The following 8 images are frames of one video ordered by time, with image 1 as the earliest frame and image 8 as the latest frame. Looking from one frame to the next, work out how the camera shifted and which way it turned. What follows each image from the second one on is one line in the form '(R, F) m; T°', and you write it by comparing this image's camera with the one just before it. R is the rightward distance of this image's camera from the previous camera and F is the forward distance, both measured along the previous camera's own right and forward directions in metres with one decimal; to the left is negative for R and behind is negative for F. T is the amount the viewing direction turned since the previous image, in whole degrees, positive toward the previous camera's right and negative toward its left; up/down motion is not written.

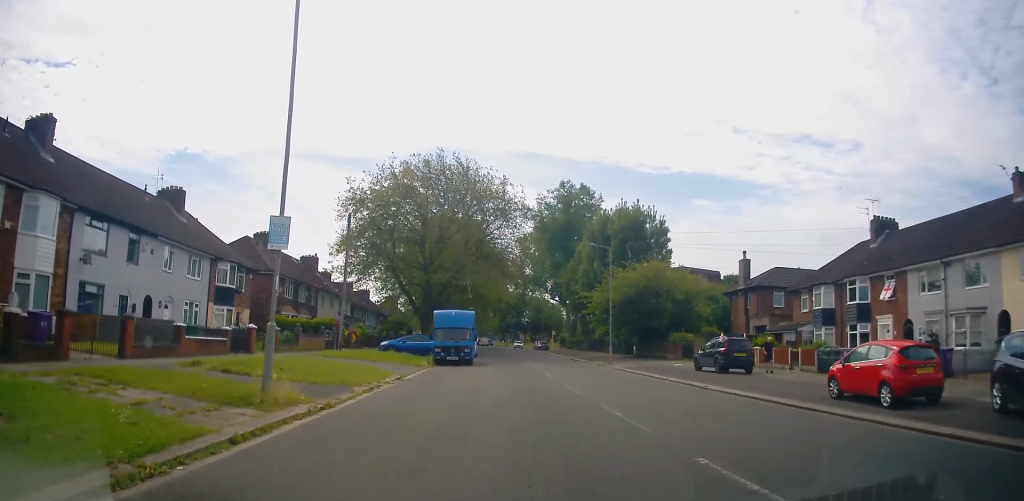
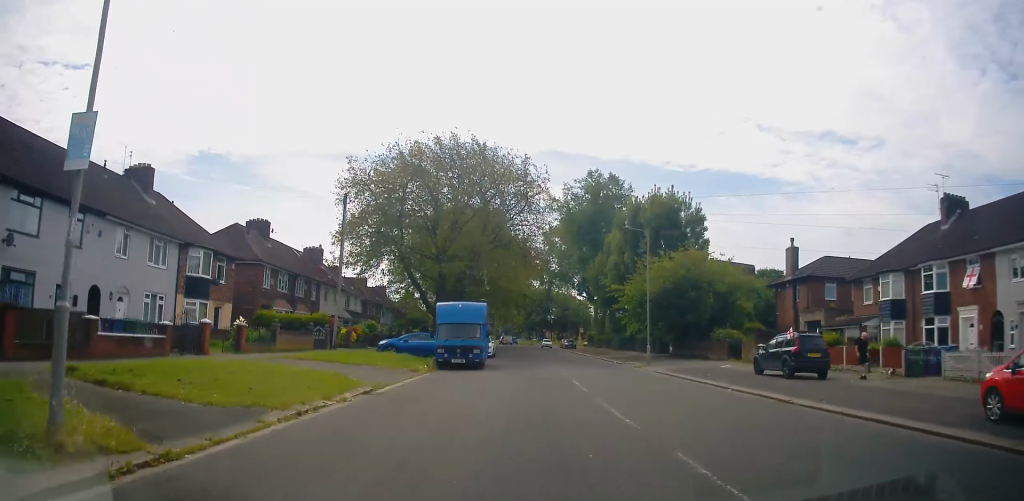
(-0.1, +5.4) m; -1°
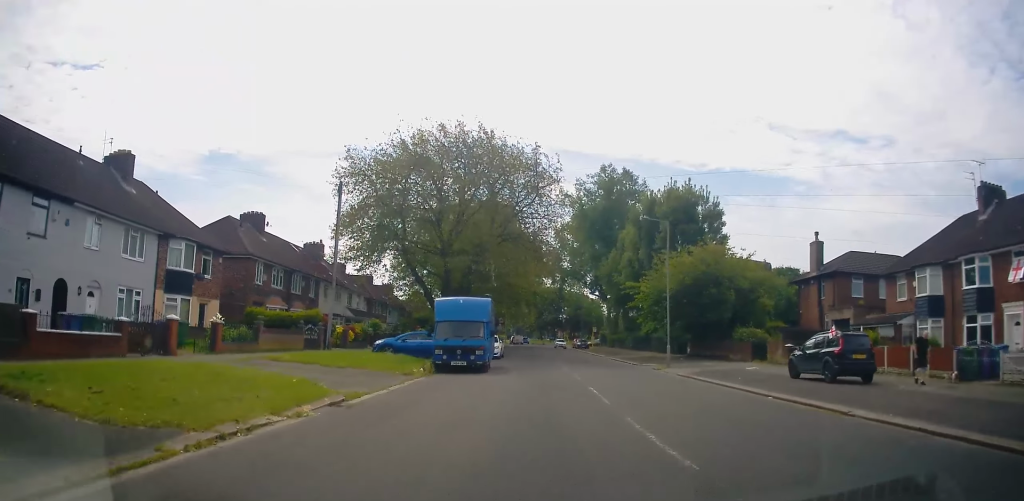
(+0.1, +2.7) m; -2°
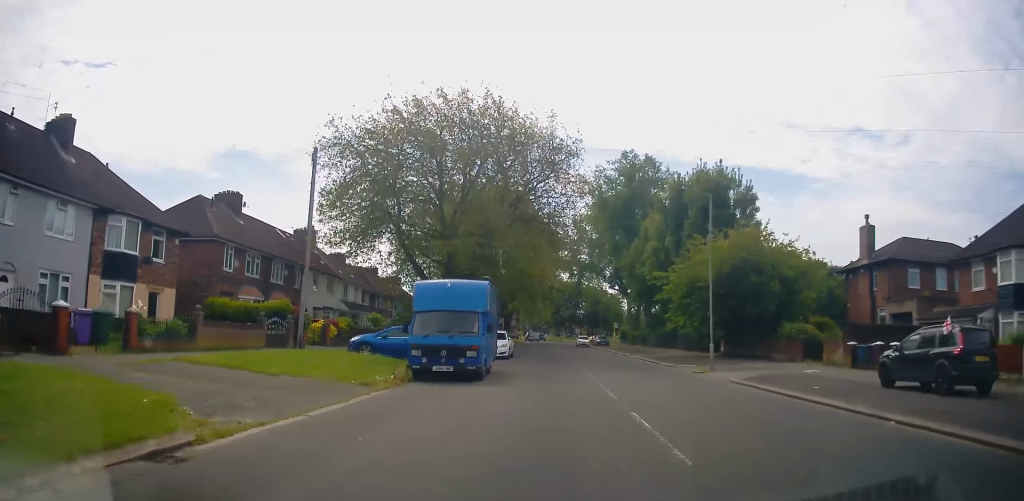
(-0.2, +5.6) m; -3°
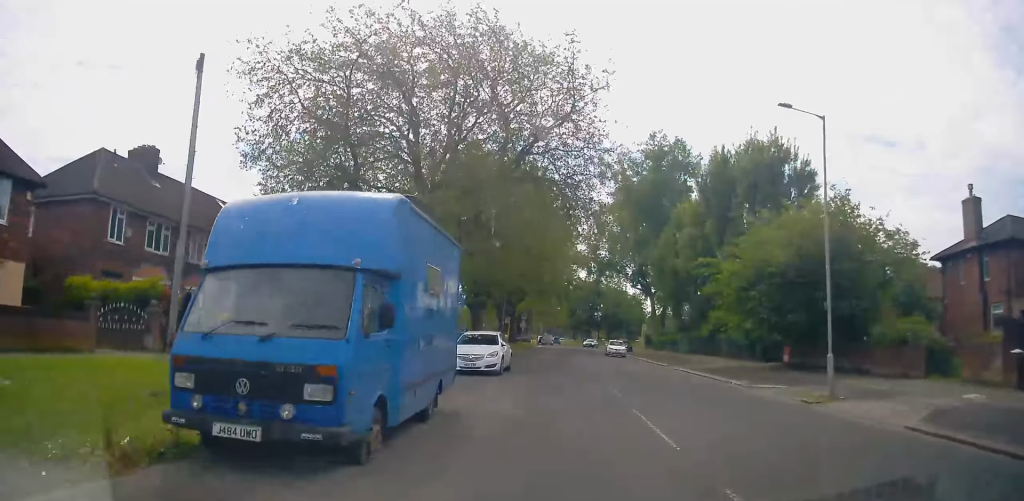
(-0.4, +10.6) m; -2°
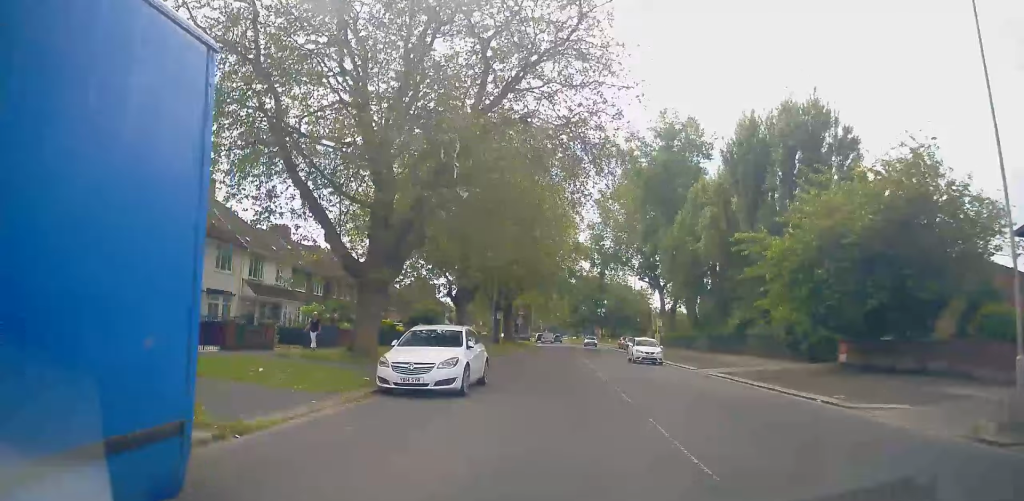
(0.0, +7.5) m; +2°
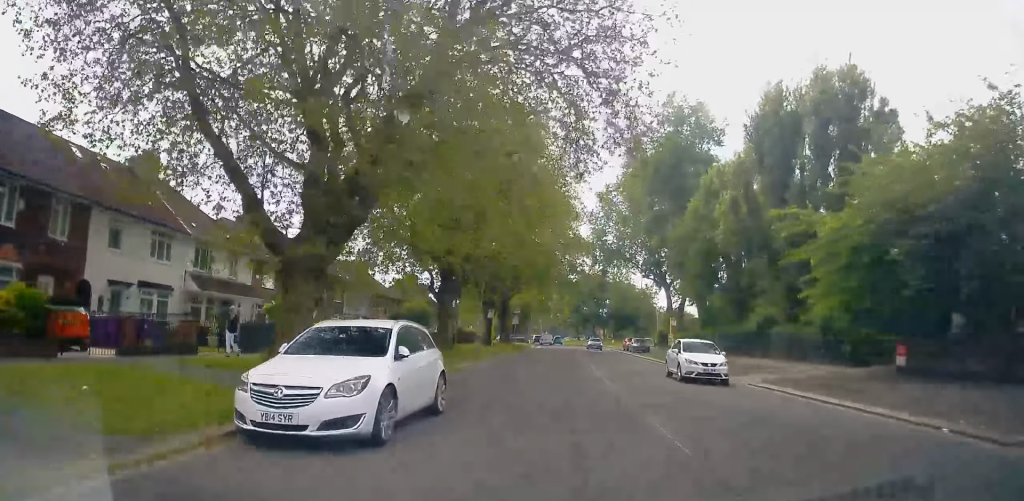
(+0.1, +5.4) m; +1°
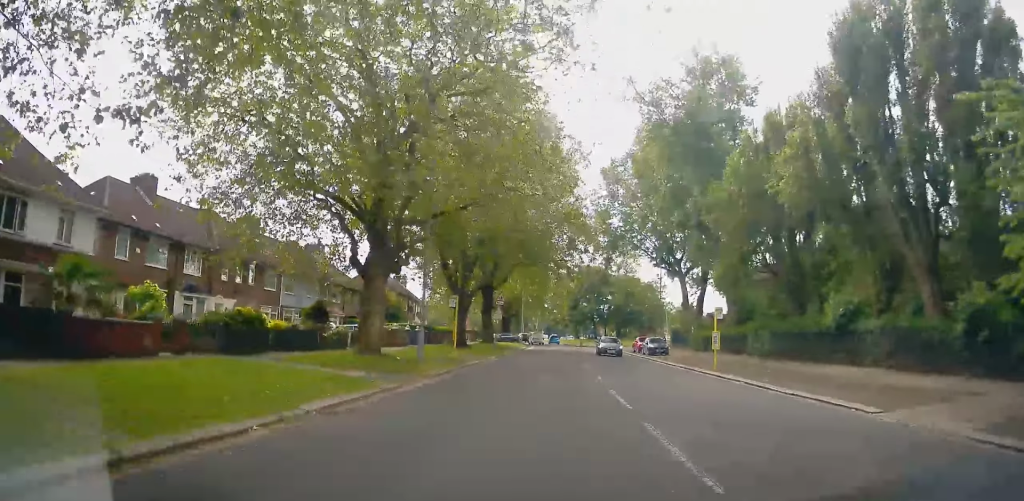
(0.0, +12.6) m; -1°
